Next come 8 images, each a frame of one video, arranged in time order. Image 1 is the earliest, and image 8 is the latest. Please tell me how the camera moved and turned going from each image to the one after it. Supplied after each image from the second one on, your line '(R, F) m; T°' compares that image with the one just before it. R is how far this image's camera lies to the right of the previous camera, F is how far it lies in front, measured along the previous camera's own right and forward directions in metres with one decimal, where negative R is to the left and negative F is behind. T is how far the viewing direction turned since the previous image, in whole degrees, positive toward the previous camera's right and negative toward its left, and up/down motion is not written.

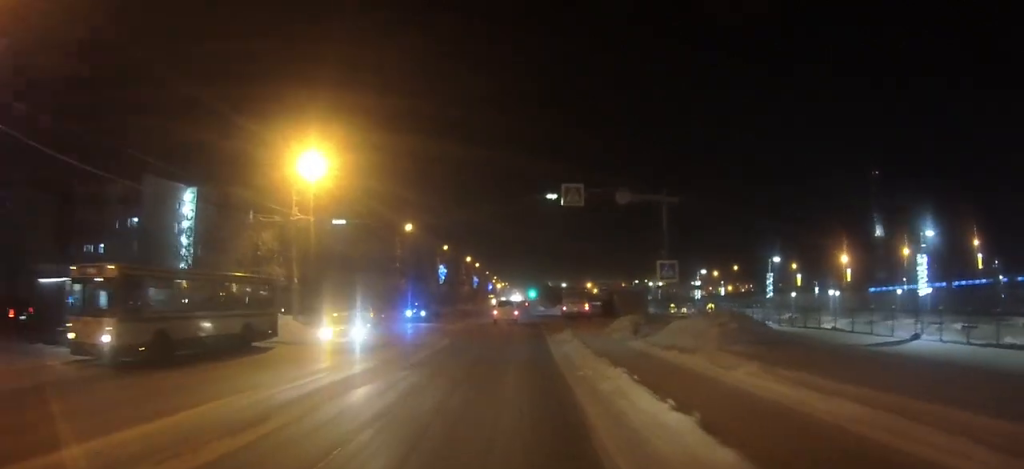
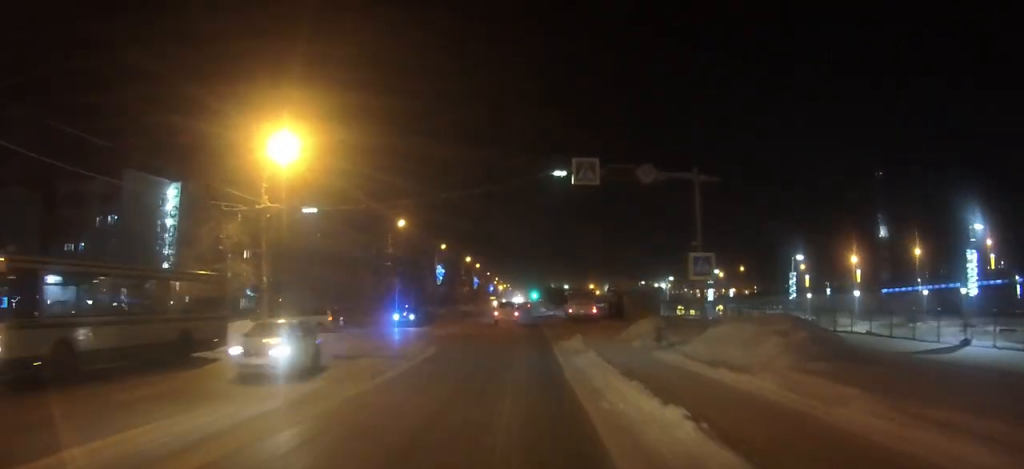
(0.0, +4.9) m; 0°
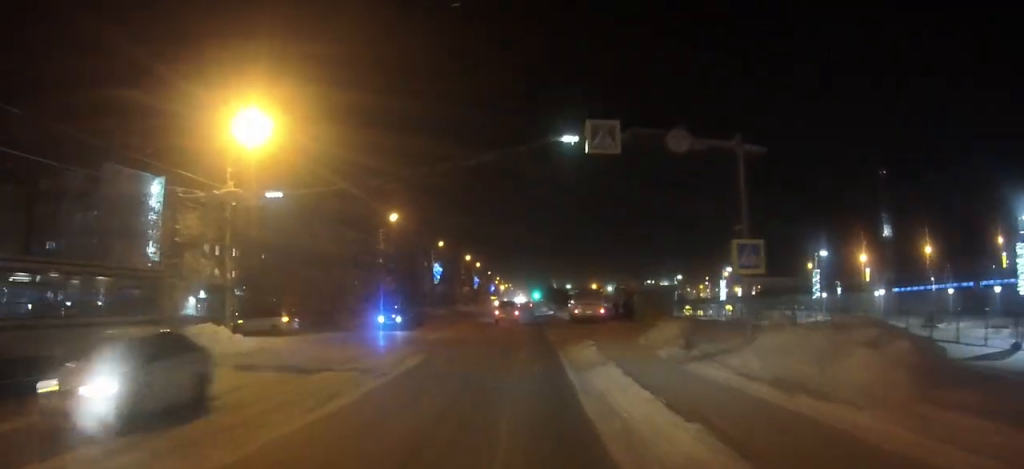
(0.0, +4.4) m; 0°
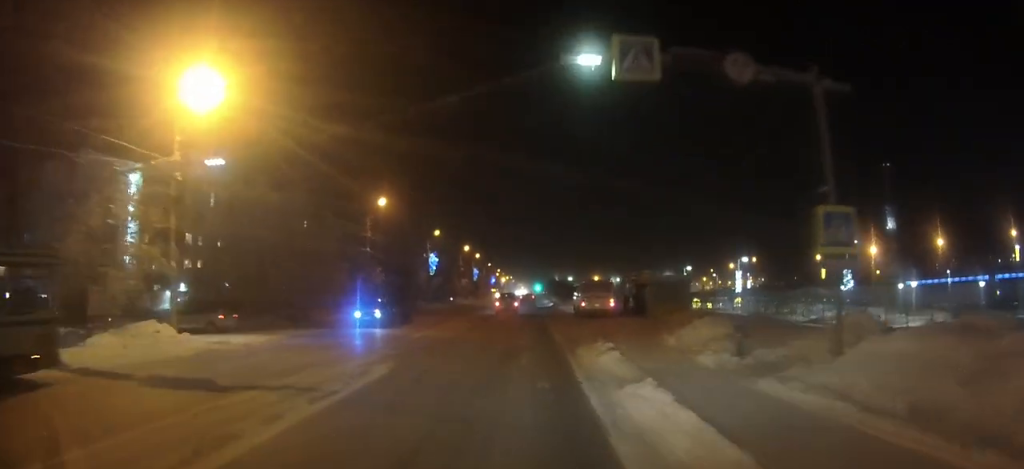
(0.0, +5.0) m; 0°
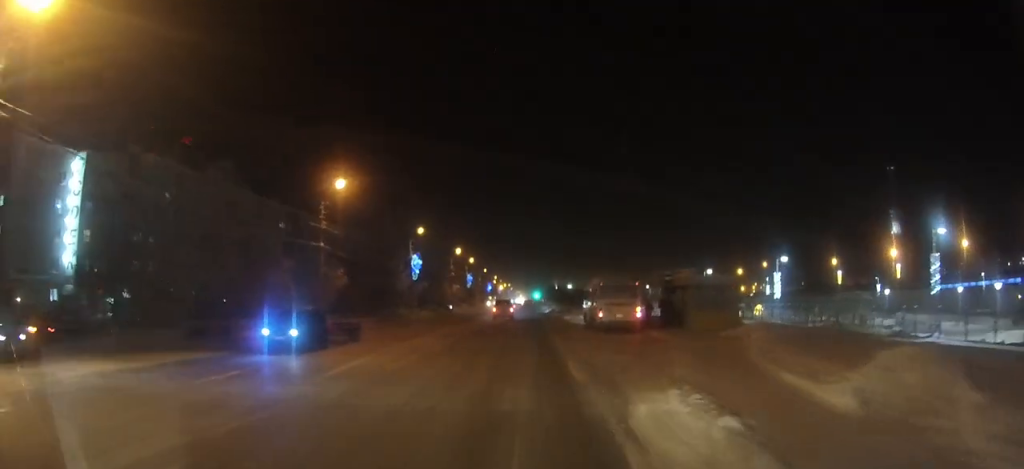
(0.0, +11.4) m; +1°
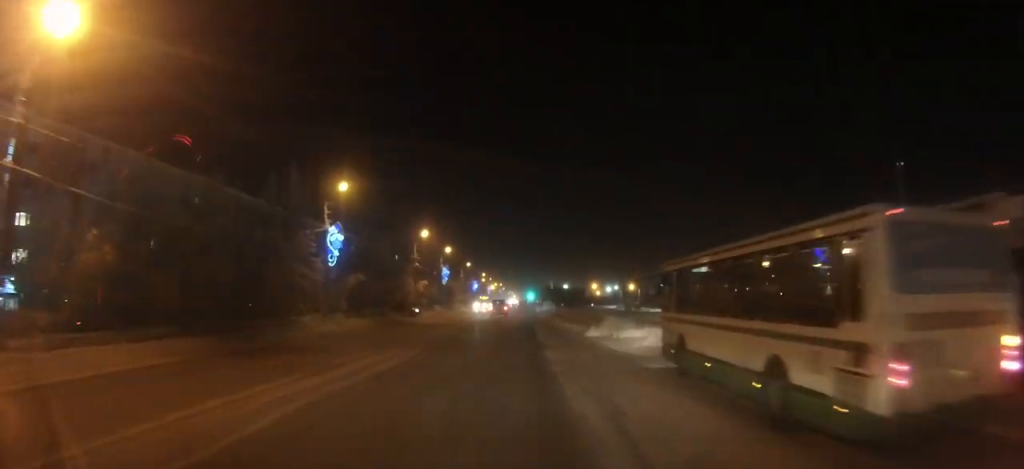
(+0.3, +27.9) m; 0°
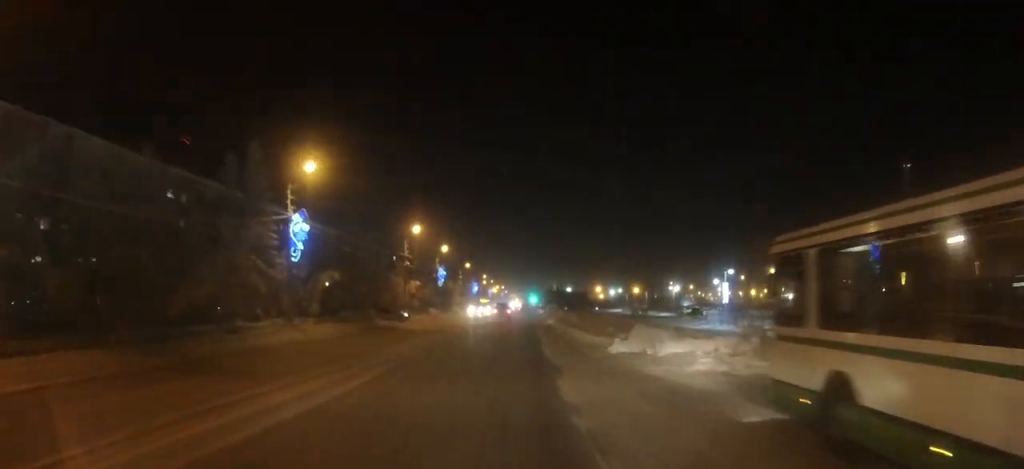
(0.0, +7.6) m; 0°
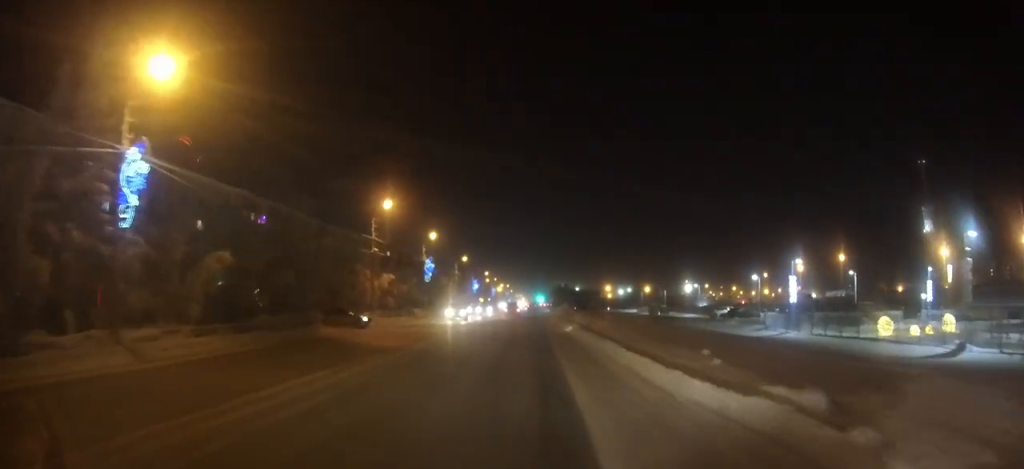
(-0.1, +17.1) m; -1°
